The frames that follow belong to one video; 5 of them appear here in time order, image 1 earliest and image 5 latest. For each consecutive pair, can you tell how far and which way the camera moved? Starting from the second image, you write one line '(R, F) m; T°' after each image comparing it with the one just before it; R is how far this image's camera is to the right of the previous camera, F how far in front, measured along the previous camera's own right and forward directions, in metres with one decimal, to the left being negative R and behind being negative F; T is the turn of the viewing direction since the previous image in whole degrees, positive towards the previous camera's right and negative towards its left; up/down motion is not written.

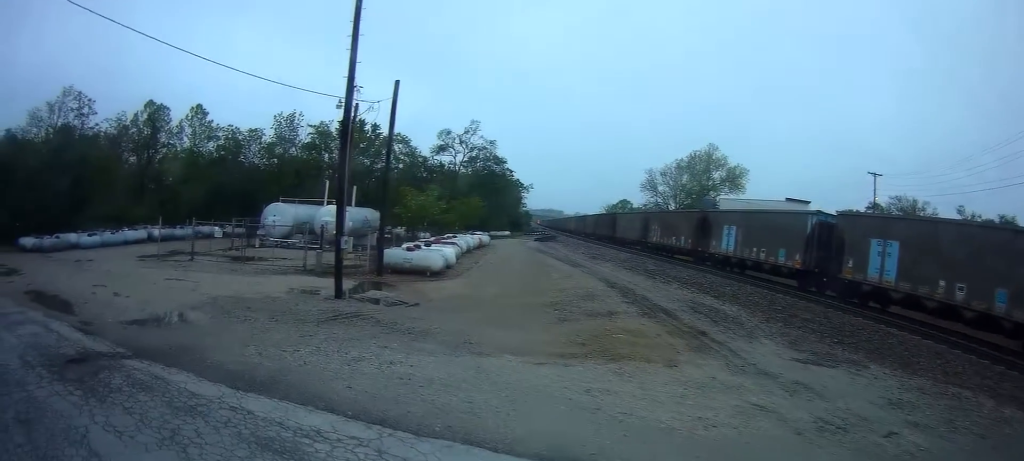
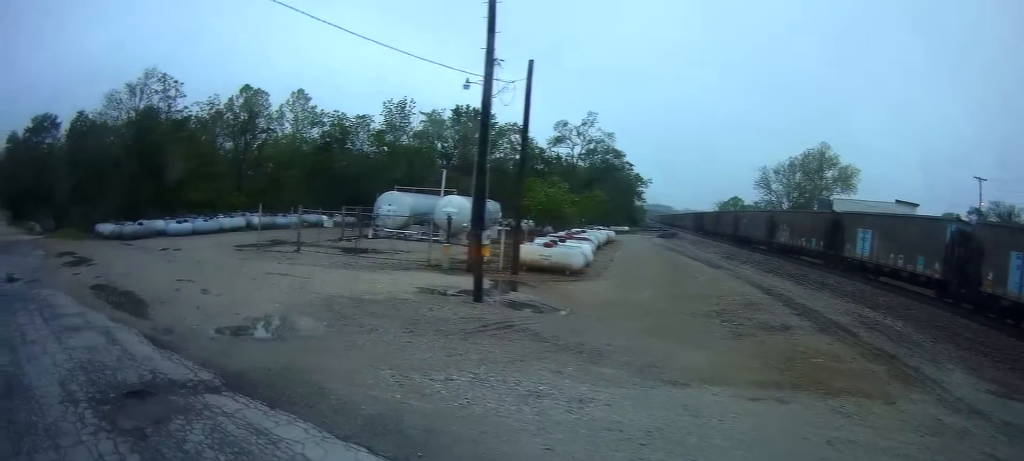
(-0.1, +3.2) m; -16°
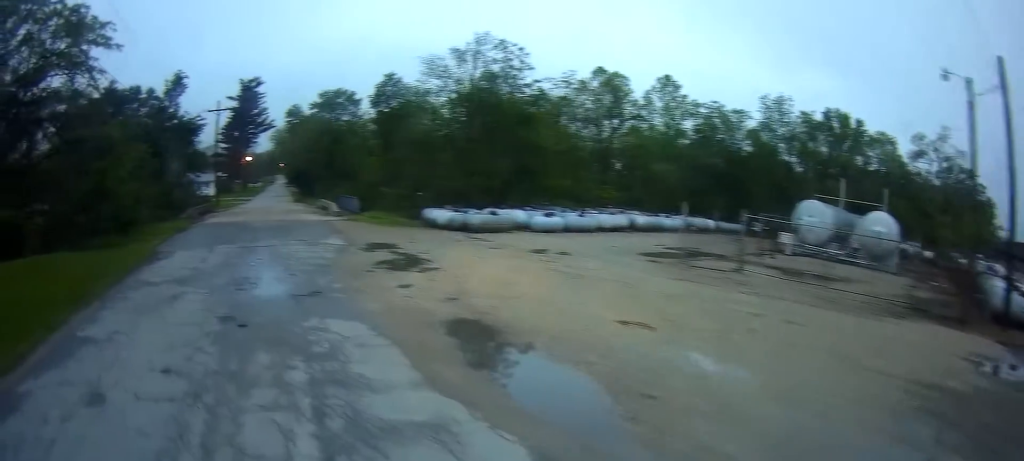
(-3.3, +6.8) m; -39°
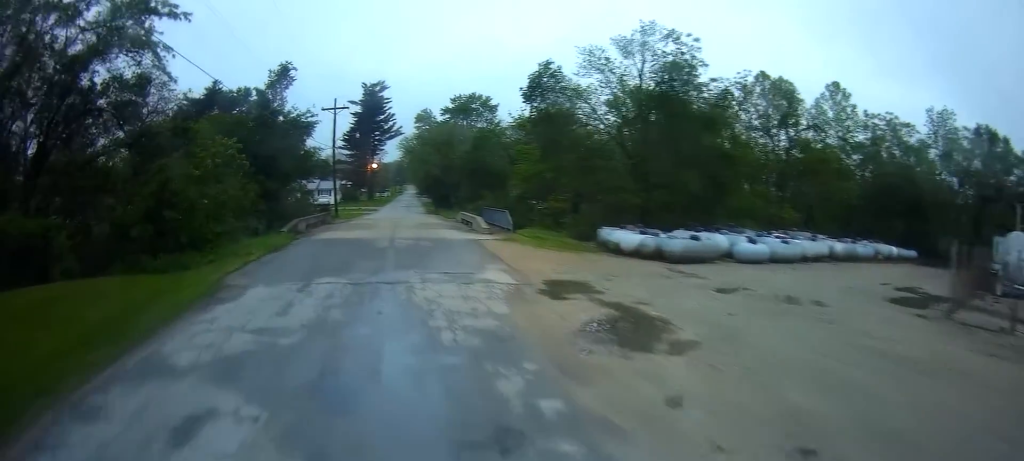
(-0.8, +5.3) m; -12°
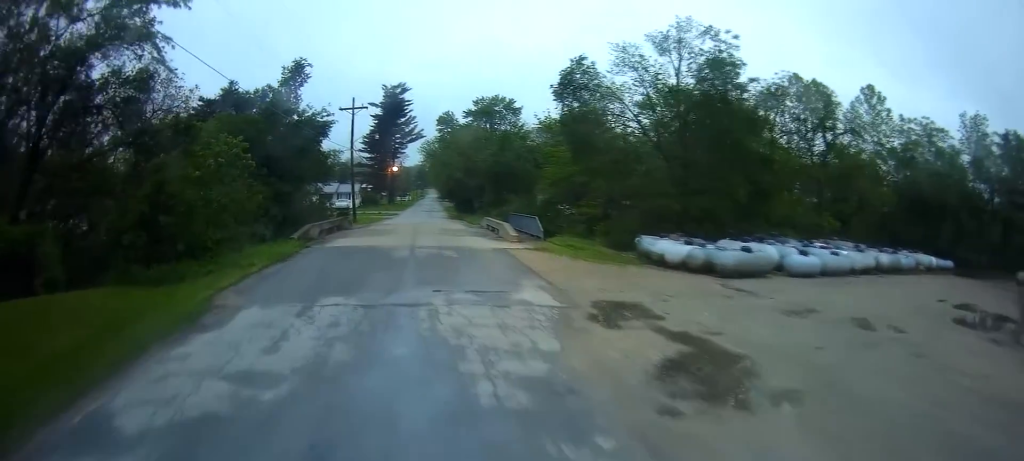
(+0.1, +1.9) m; +1°
